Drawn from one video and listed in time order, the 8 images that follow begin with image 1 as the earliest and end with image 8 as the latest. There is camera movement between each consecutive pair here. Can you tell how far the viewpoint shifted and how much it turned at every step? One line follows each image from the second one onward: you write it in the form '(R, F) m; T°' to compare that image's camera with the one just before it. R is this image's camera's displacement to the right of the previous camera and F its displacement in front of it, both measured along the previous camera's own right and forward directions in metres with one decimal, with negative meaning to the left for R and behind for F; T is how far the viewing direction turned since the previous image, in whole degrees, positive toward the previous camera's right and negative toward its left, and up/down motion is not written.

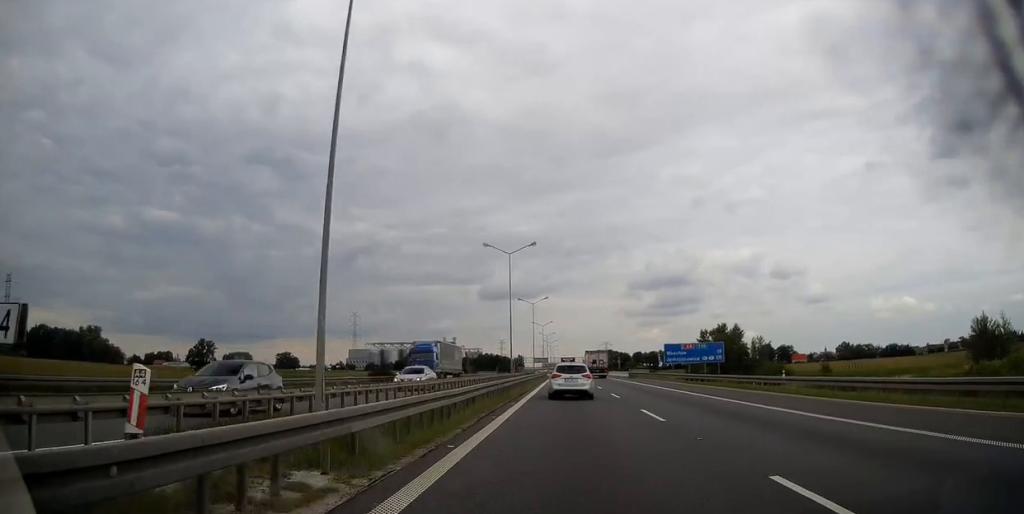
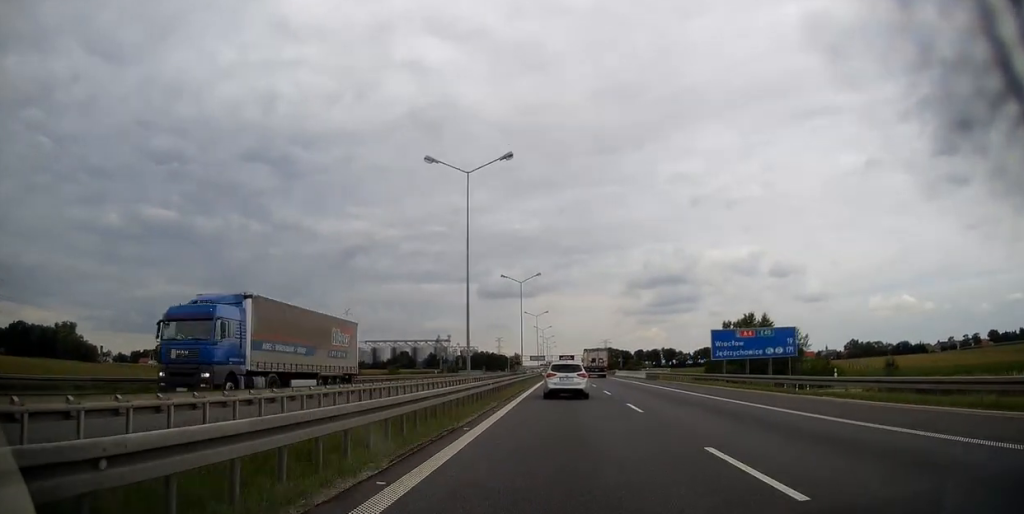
(0.0, +20.9) m; 0°
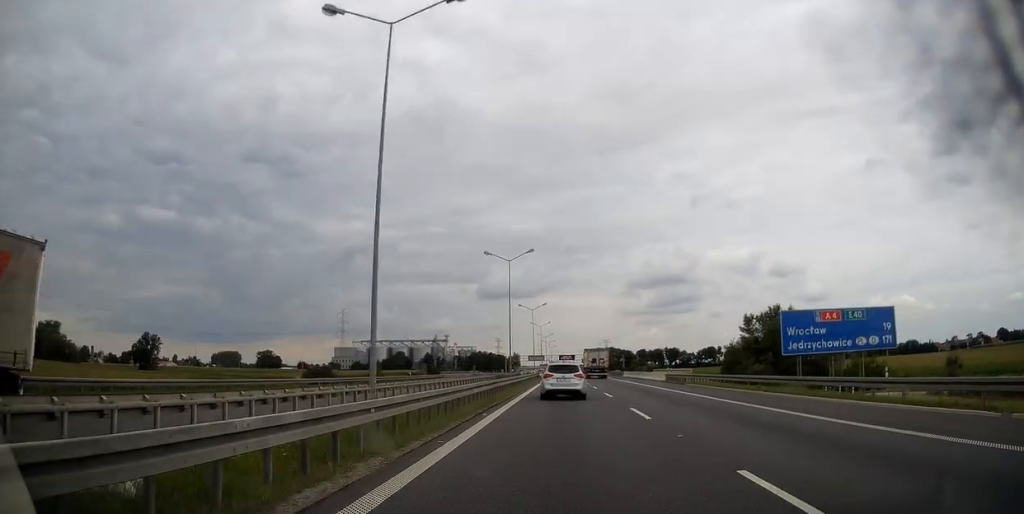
(0.0, +14.3) m; 0°
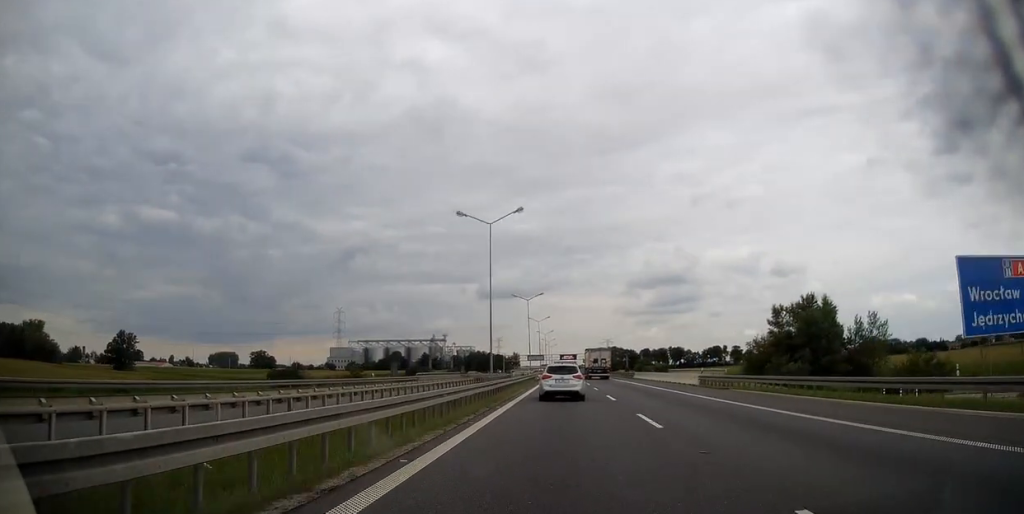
(0.0, +14.3) m; 0°
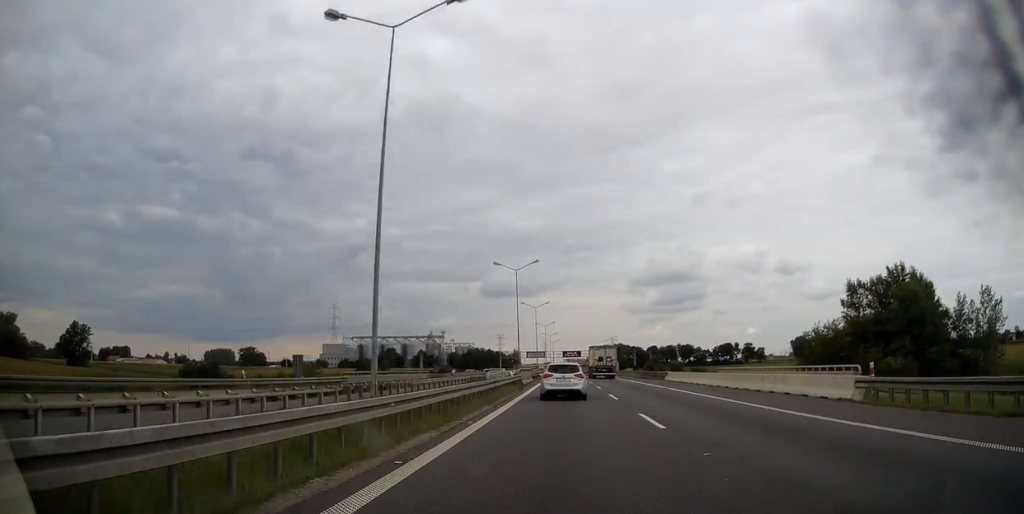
(+0.1, +24.6) m; 0°
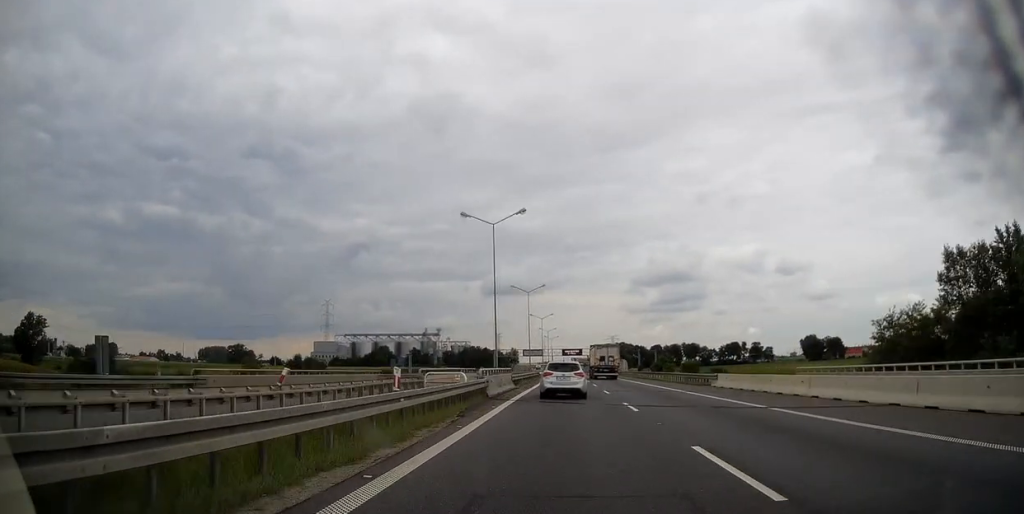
(-0.1, +19.4) m; 0°
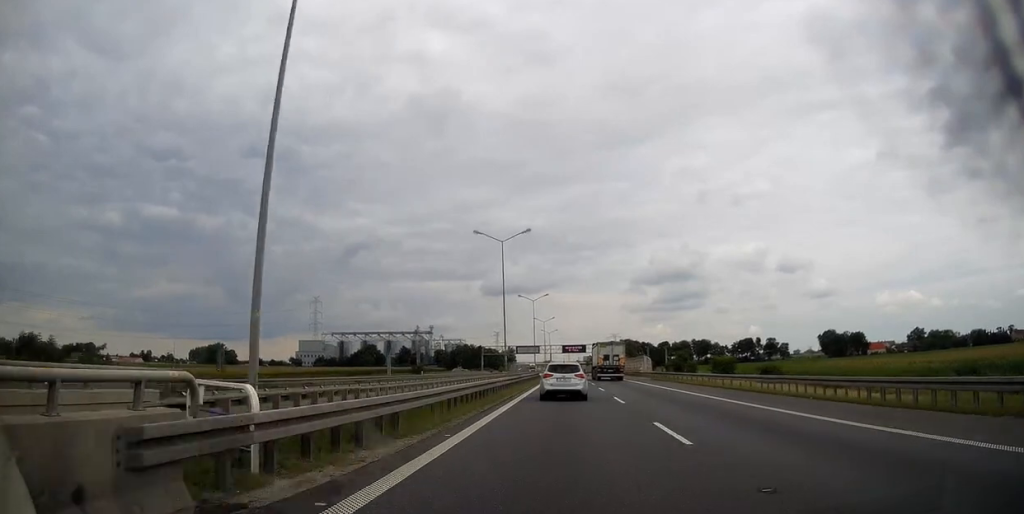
(-0.1, +30.5) m; 0°
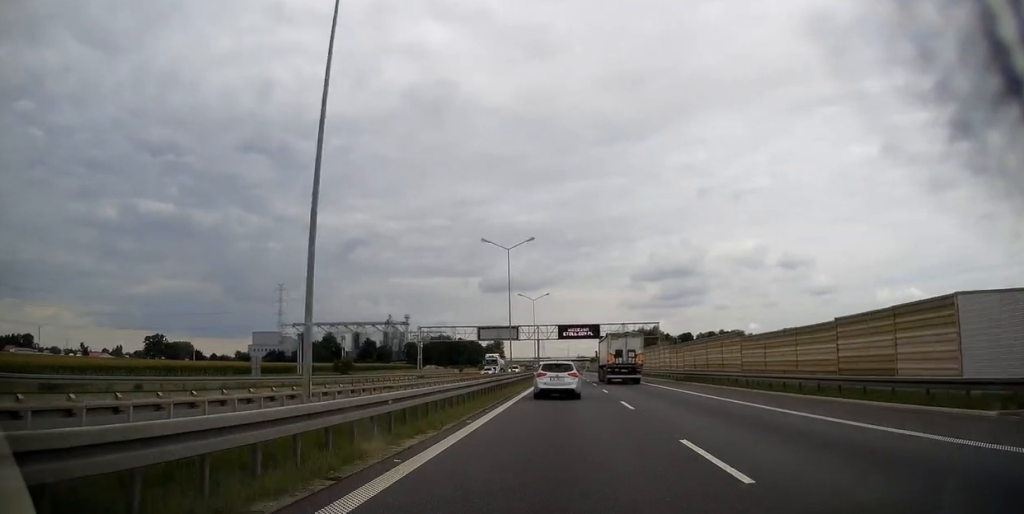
(0.0, +75.3) m; 0°
